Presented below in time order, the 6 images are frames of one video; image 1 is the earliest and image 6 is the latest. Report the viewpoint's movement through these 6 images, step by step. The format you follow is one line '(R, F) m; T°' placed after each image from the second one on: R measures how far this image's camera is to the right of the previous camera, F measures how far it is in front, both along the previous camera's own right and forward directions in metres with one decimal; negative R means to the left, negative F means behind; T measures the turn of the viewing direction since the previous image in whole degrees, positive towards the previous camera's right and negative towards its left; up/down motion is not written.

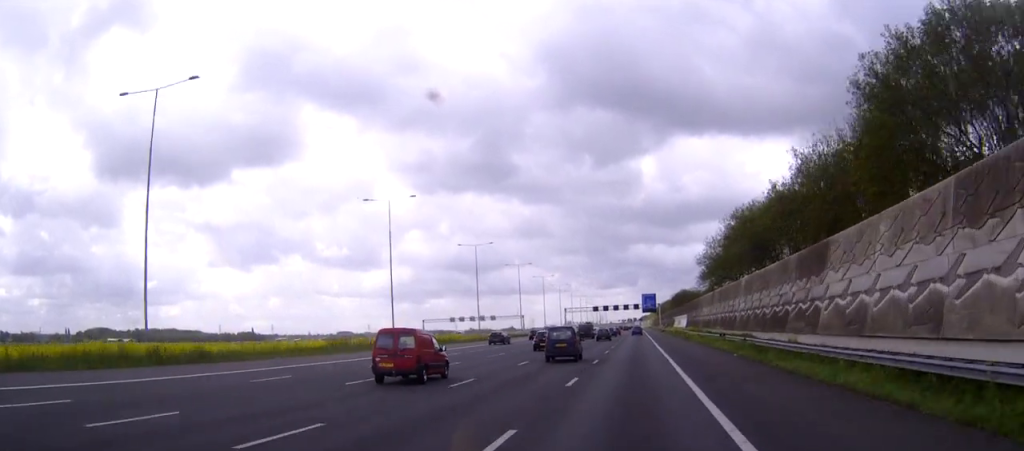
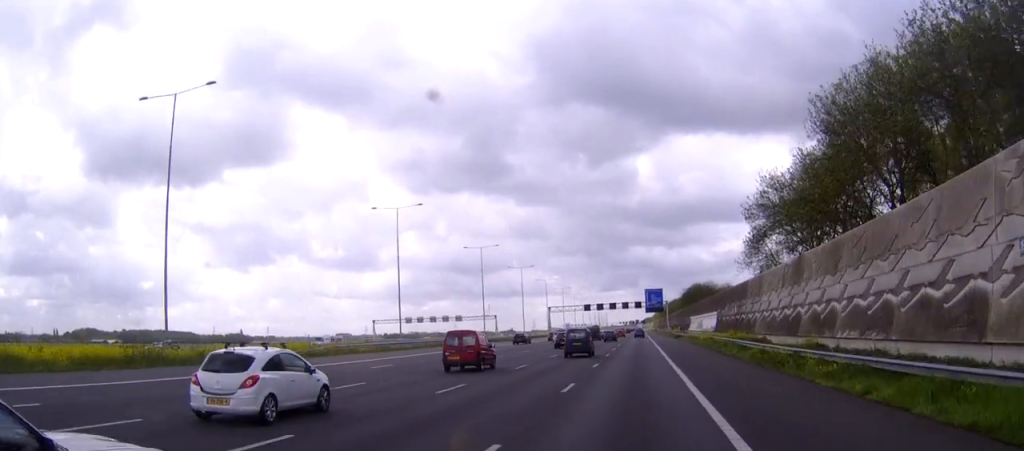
(0.0, +50.9) m; 0°
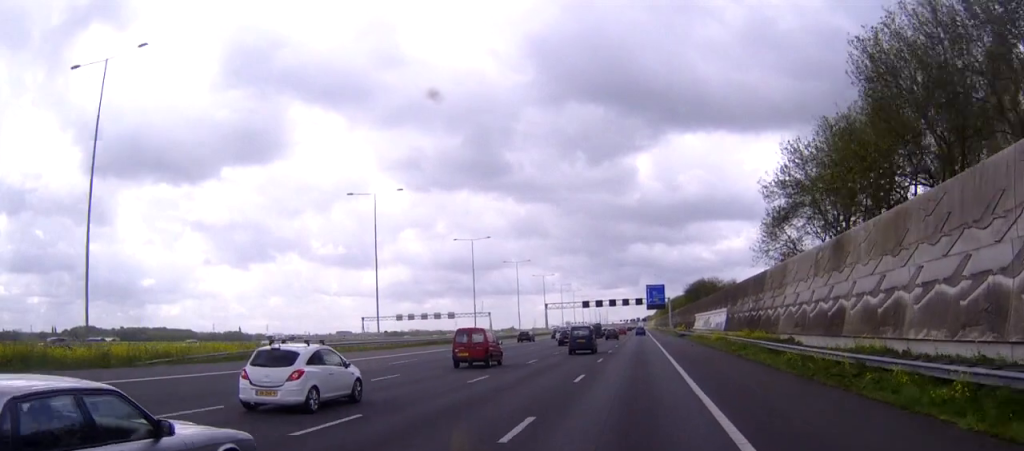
(0.0, +9.3) m; 0°
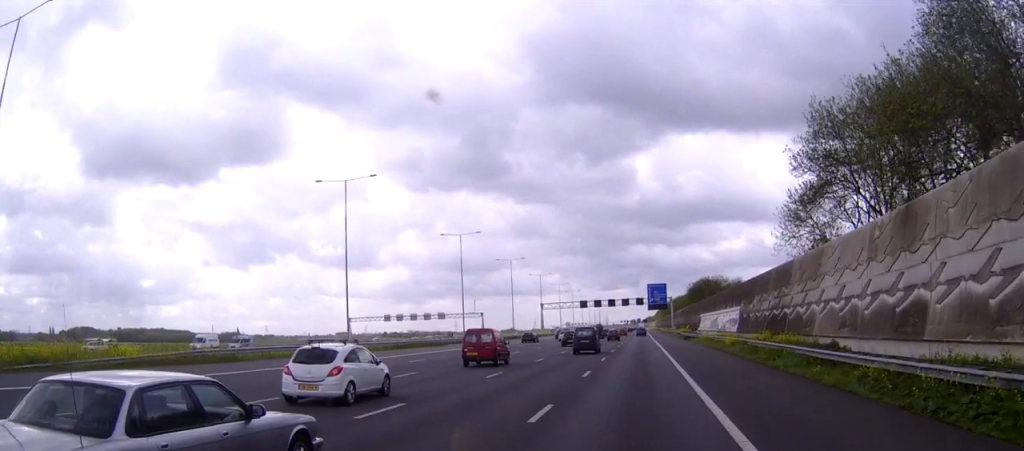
(0.0, +10.0) m; 0°
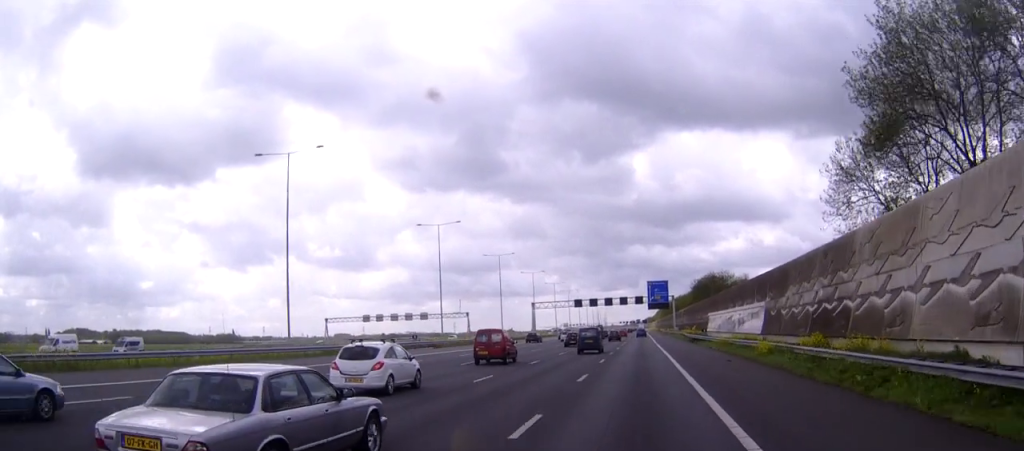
(0.0, +14.7) m; 0°
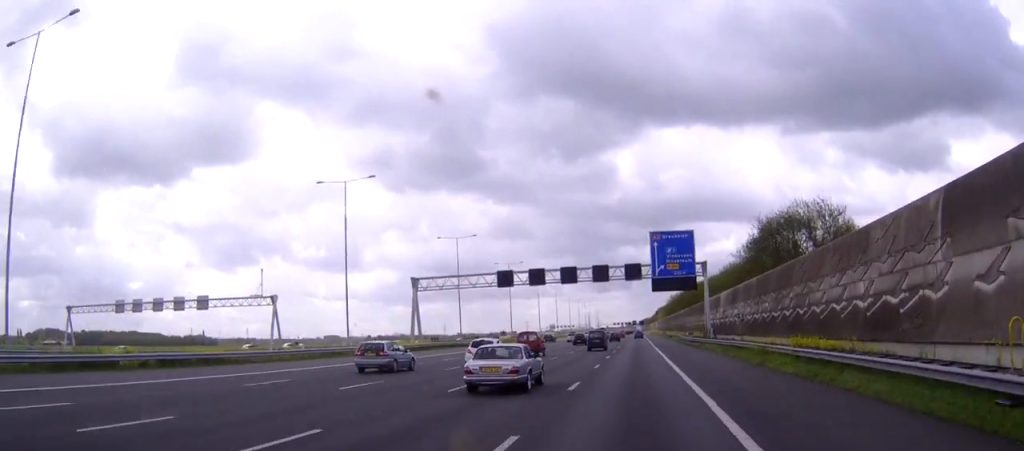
(-0.3, +89.9) m; 0°
